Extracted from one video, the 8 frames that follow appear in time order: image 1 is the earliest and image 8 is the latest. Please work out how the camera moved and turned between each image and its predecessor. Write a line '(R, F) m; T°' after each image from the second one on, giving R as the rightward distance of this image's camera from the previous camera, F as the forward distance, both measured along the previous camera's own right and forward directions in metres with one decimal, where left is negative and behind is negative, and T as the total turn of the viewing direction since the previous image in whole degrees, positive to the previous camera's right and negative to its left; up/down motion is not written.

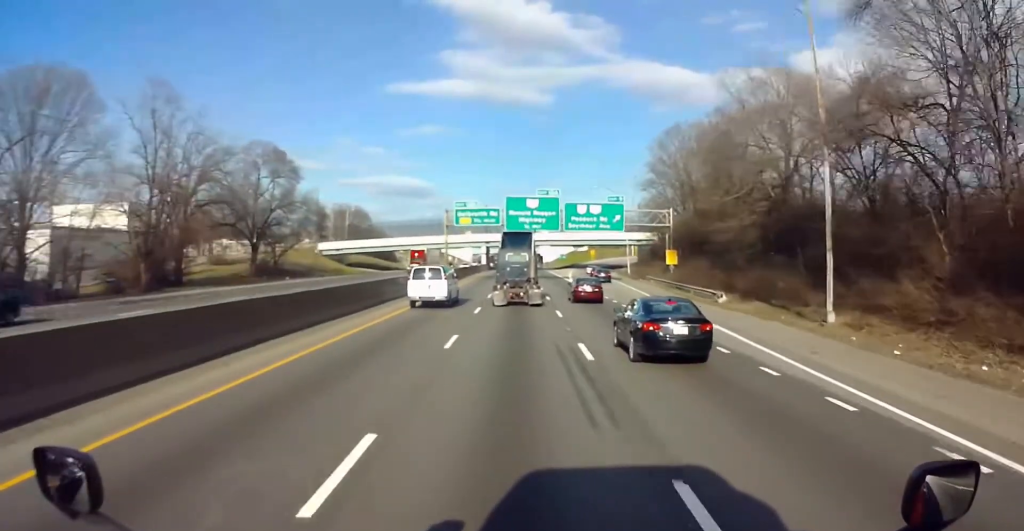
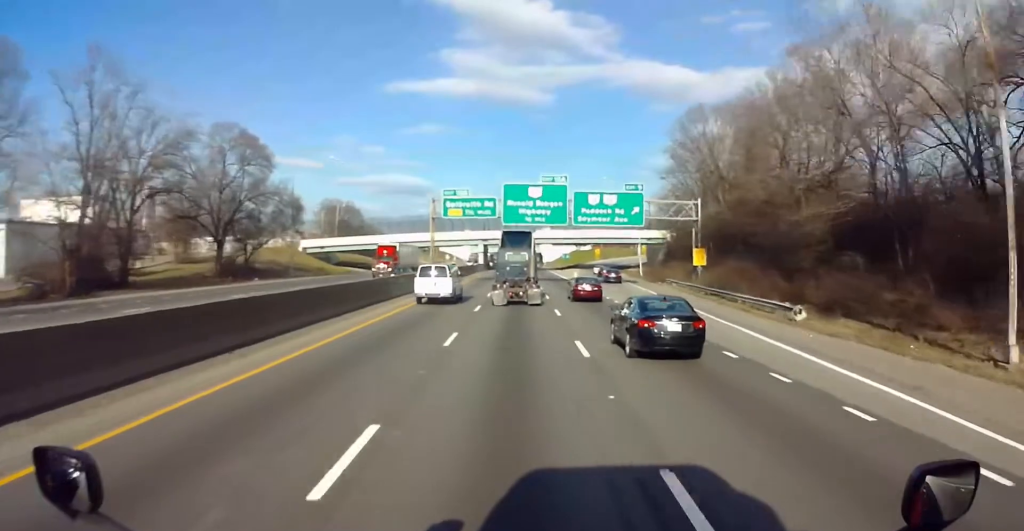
(-0.1, +11.7) m; 0°
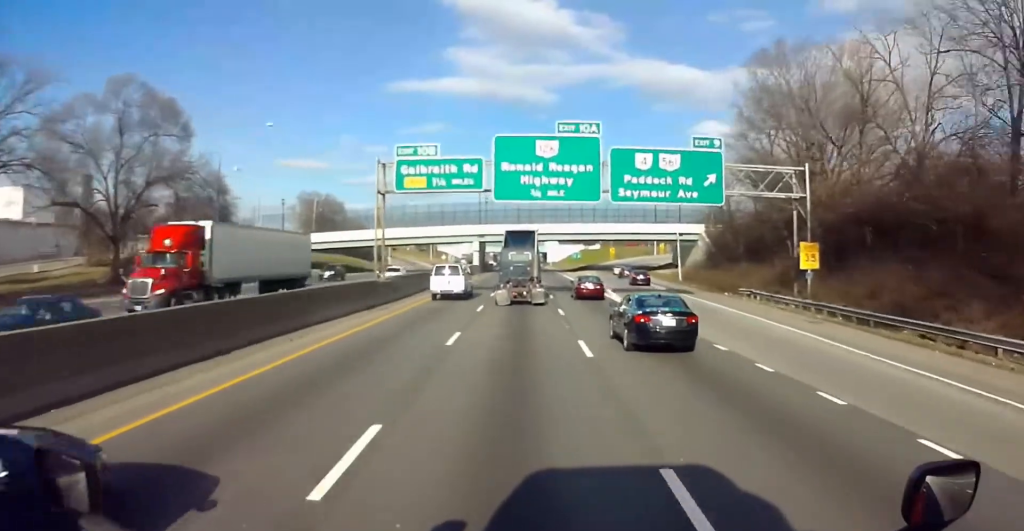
(-0.3, +24.2) m; 0°
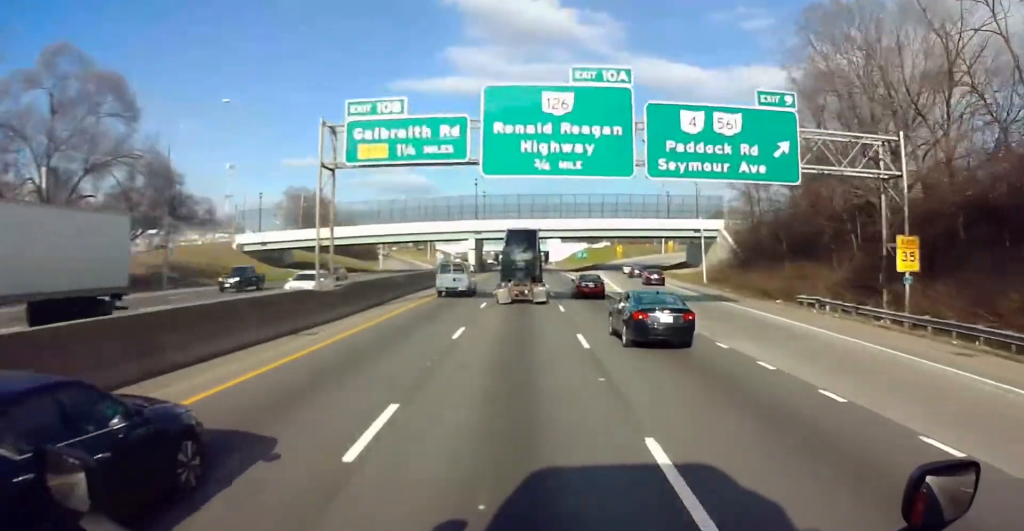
(+0.2, +10.9) m; 0°
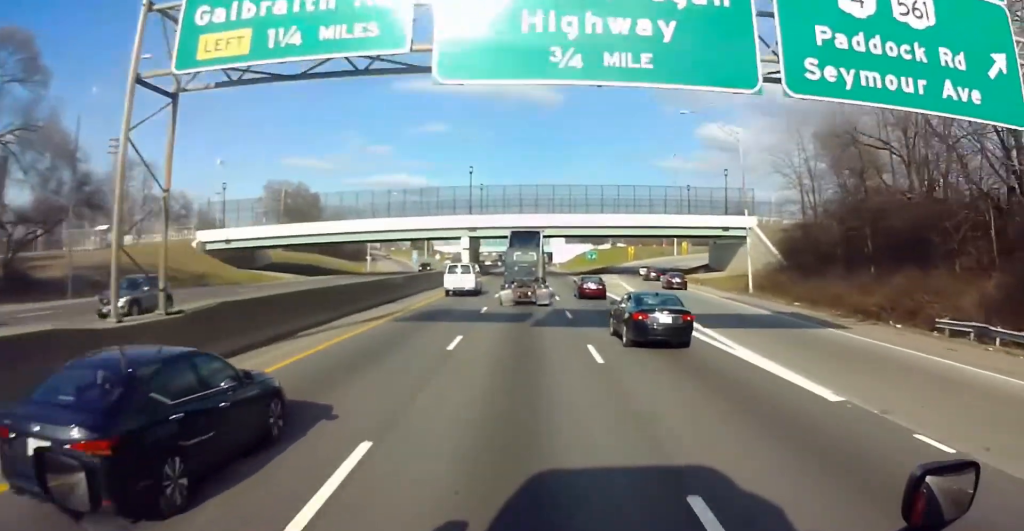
(+0.1, +14.2) m; 0°
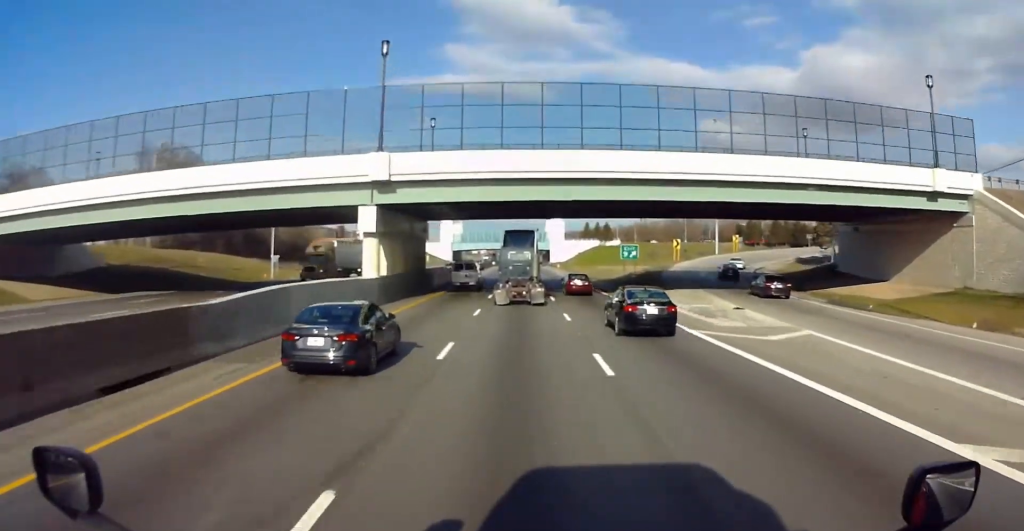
(-0.3, +50.2) m; 0°
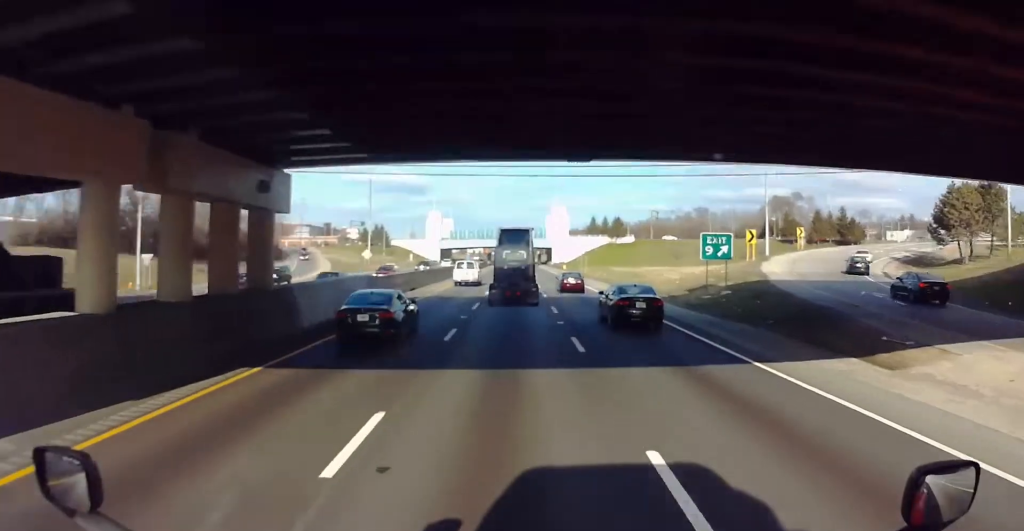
(0.0, +33.0) m; 0°
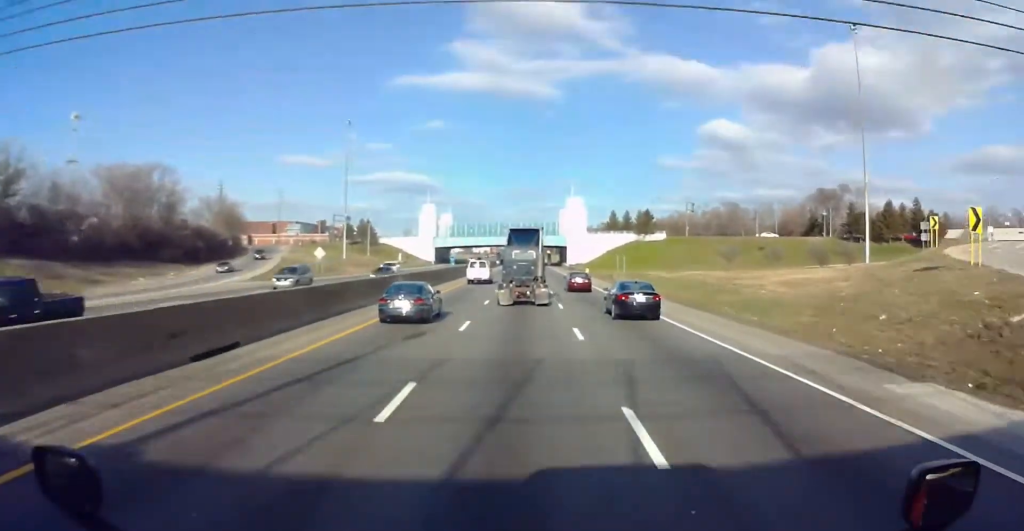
(0.0, +34.1) m; 0°
